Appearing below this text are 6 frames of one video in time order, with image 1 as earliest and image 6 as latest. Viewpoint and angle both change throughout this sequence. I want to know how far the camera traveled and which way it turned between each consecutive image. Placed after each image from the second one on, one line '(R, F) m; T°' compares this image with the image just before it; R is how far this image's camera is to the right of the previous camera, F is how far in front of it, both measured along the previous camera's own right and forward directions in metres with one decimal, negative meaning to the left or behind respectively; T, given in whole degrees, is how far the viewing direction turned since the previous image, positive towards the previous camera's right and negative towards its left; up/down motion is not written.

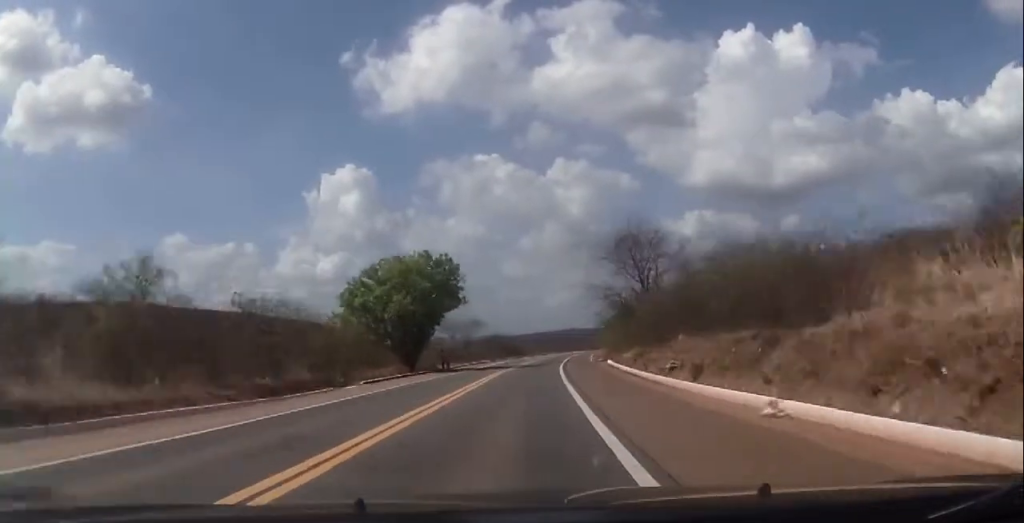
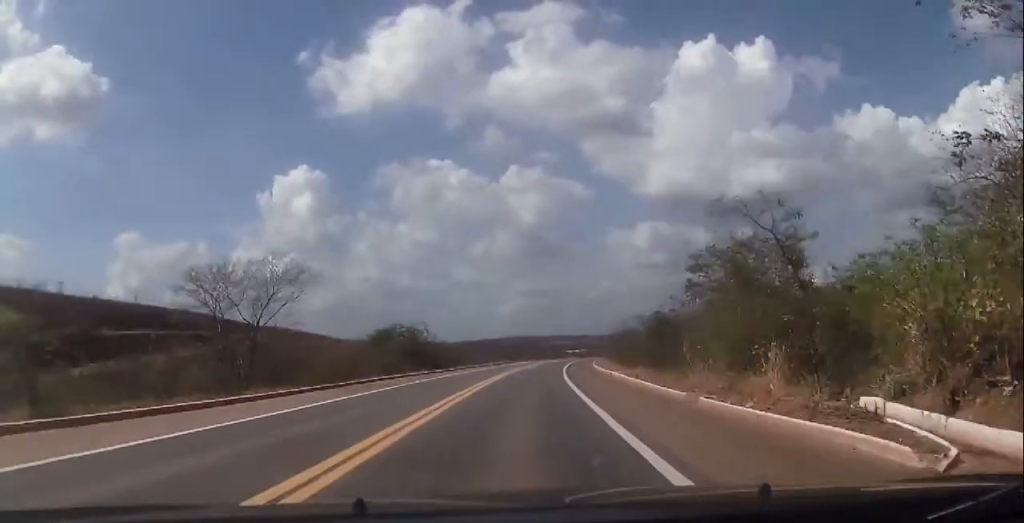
(+1.1, +58.9) m; +3°
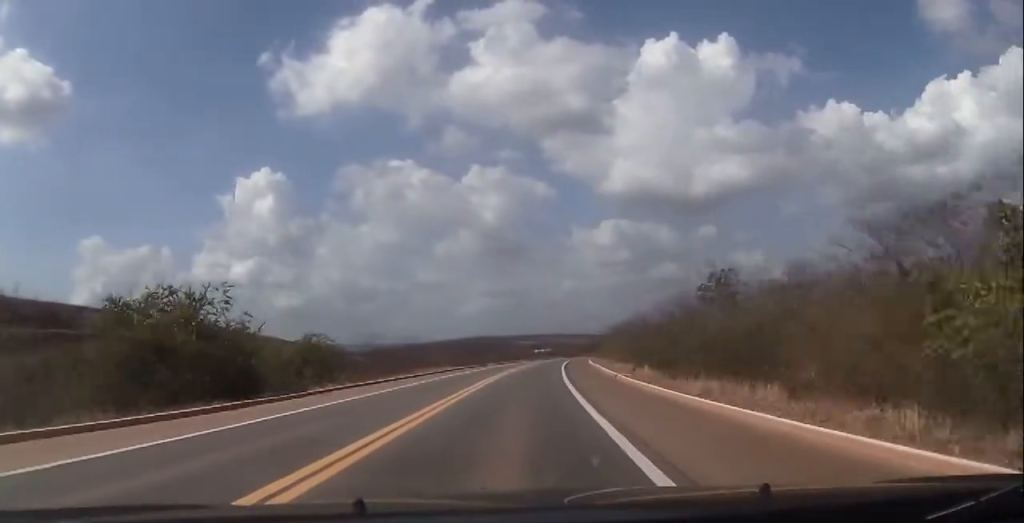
(+1.2, +38.9) m; +4°
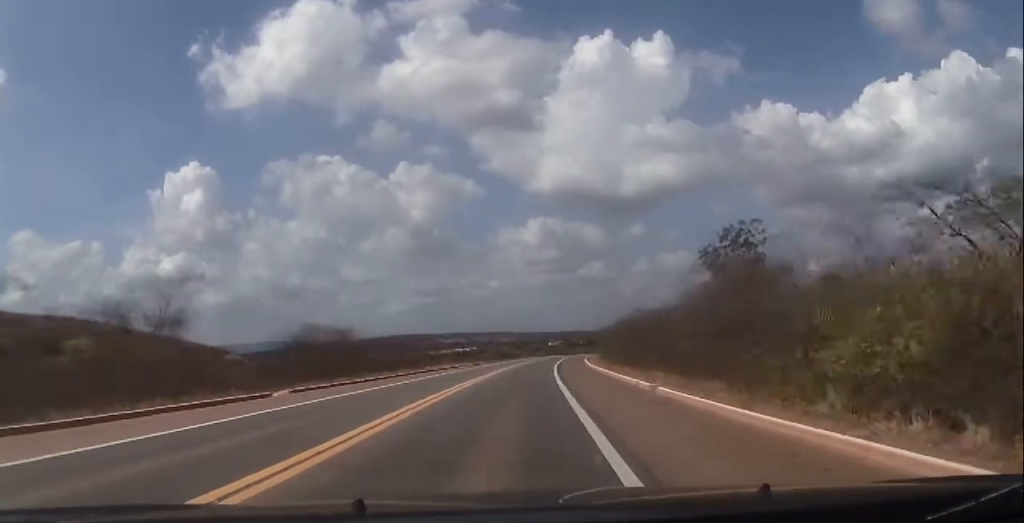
(+5.4, +95.8) m; +7°
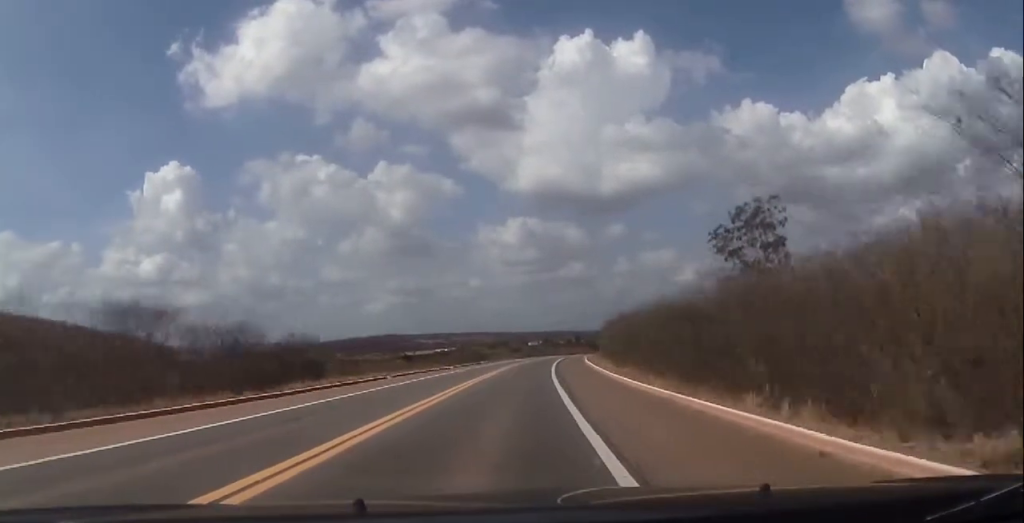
(+0.4, +25.8) m; +1°
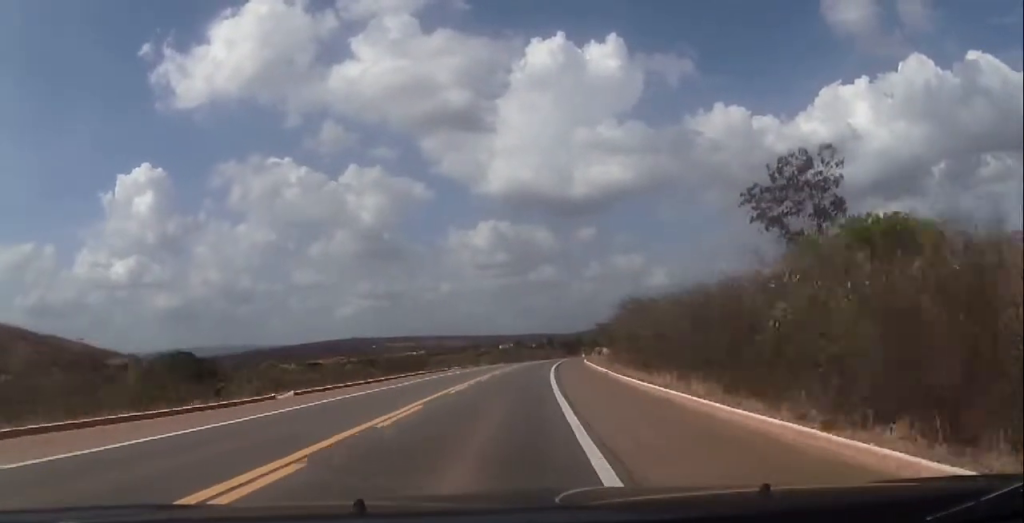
(+0.6, +37.6) m; +3°
